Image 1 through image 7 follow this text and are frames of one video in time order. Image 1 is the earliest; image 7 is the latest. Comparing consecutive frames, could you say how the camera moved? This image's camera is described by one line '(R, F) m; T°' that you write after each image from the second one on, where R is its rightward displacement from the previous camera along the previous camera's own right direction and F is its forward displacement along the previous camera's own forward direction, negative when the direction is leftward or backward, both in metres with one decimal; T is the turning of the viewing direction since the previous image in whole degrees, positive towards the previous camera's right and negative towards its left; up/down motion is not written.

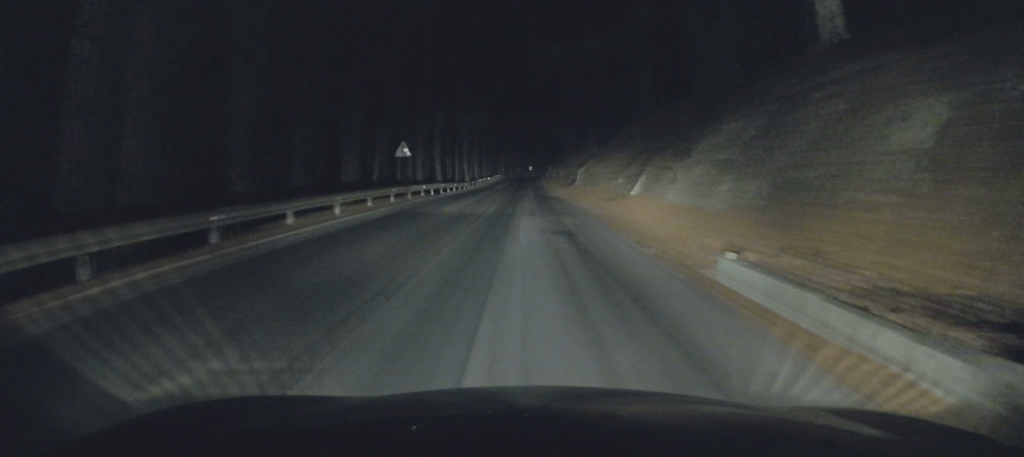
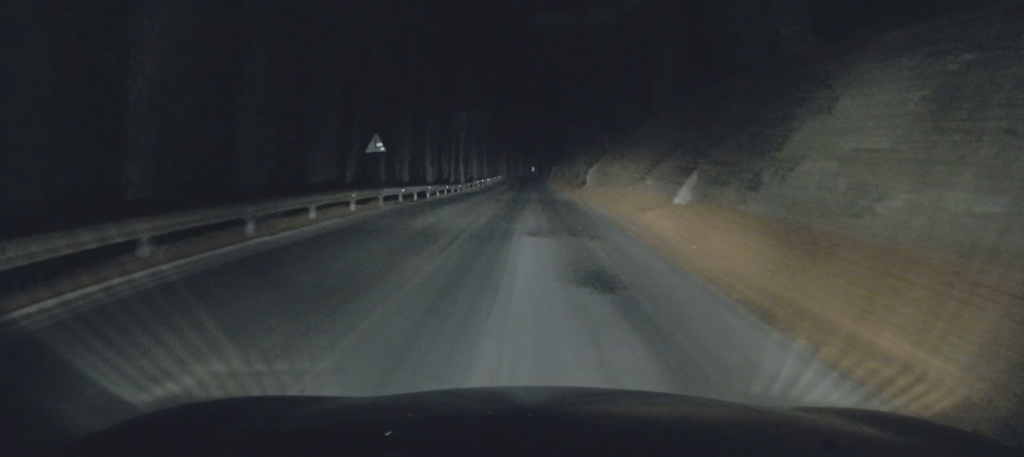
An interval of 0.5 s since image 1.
(-0.1, +6.0) m; -1°
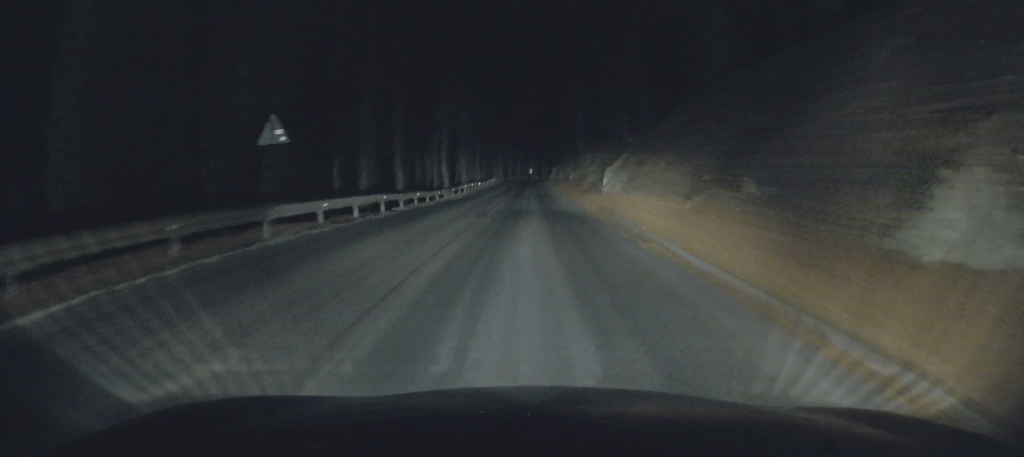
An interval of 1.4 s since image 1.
(0.0, +10.3) m; 0°
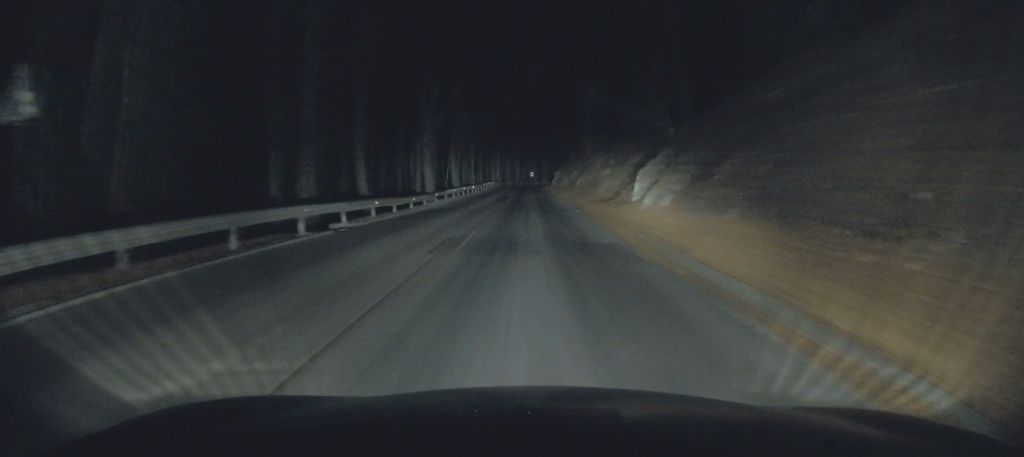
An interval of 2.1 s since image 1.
(0.0, +8.9) m; 0°
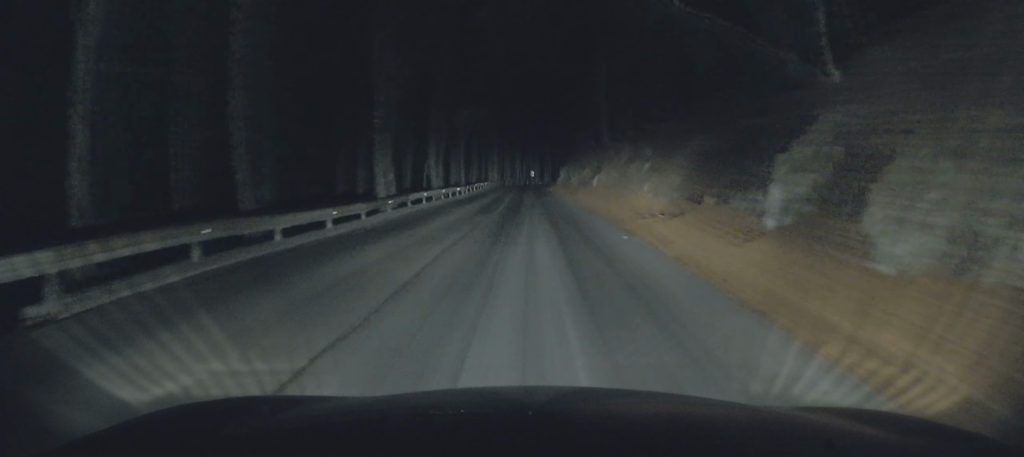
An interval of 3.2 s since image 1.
(0.0, +12.5) m; 0°
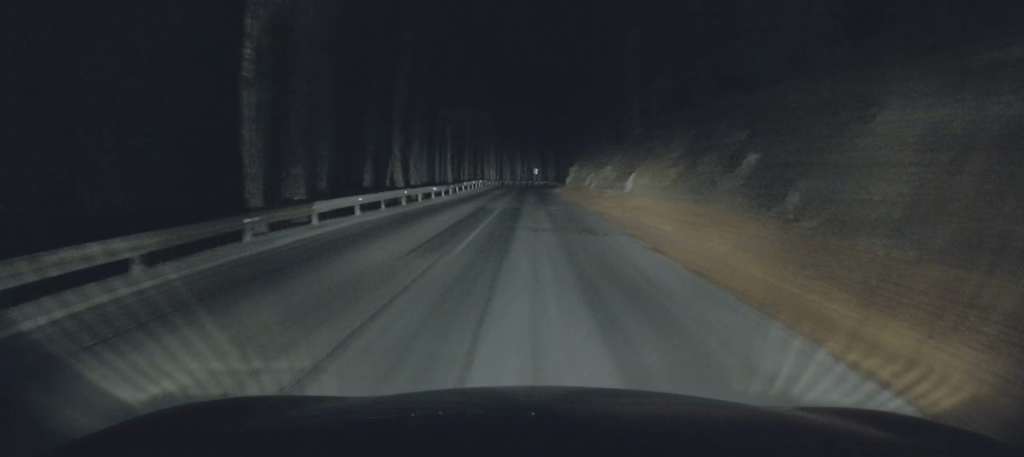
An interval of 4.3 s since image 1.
(0.0, +12.9) m; 0°
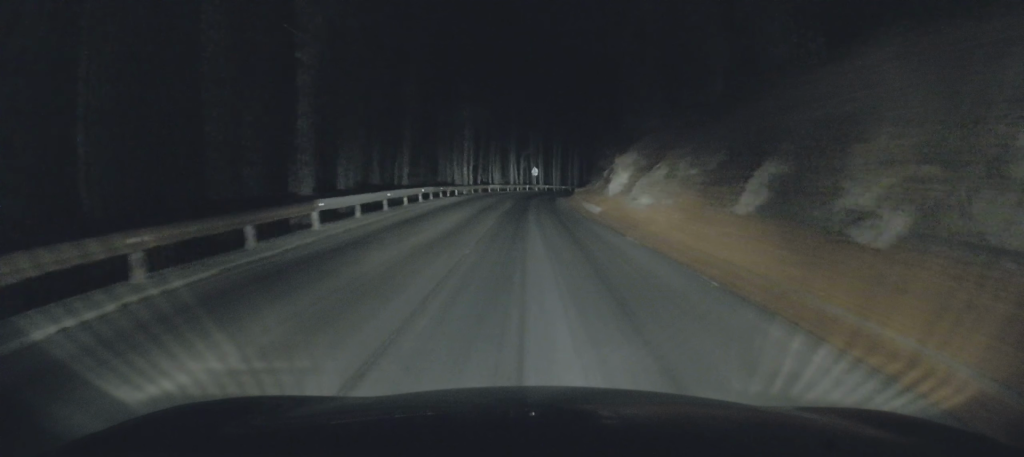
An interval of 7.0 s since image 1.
(+1.0, +34.5) m; +2°
